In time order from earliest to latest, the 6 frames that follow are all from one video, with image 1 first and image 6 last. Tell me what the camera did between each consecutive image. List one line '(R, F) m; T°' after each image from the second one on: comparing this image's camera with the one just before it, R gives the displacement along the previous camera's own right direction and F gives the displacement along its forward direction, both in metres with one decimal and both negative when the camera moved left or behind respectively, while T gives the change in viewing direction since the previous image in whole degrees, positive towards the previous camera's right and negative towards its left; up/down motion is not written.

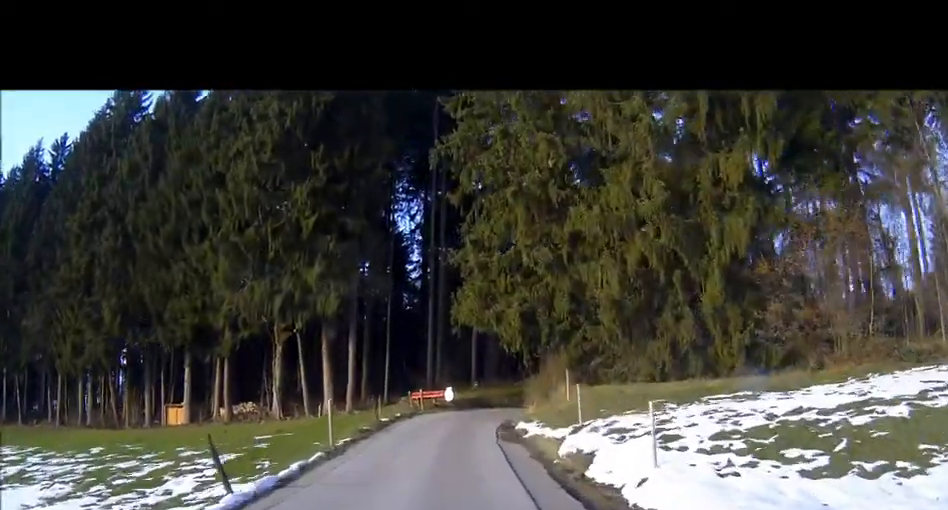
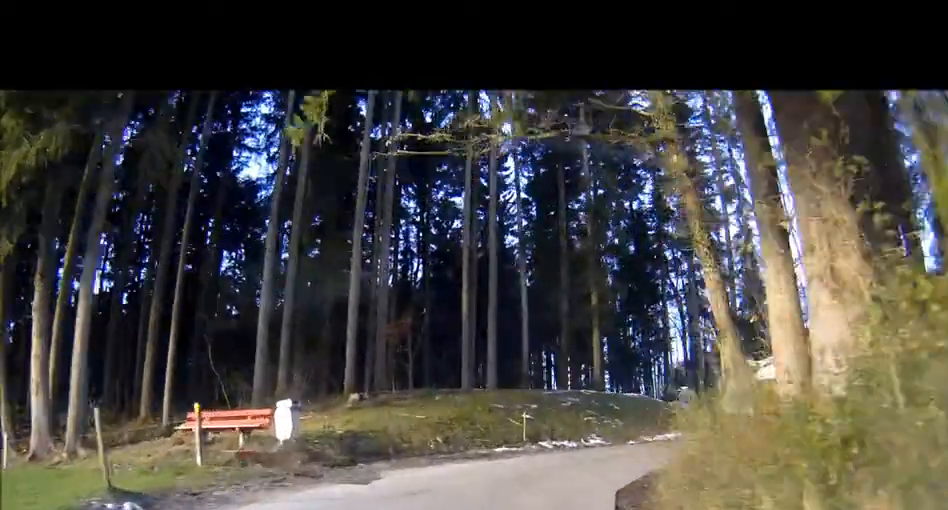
(+13.1, +21.8) m; +53°
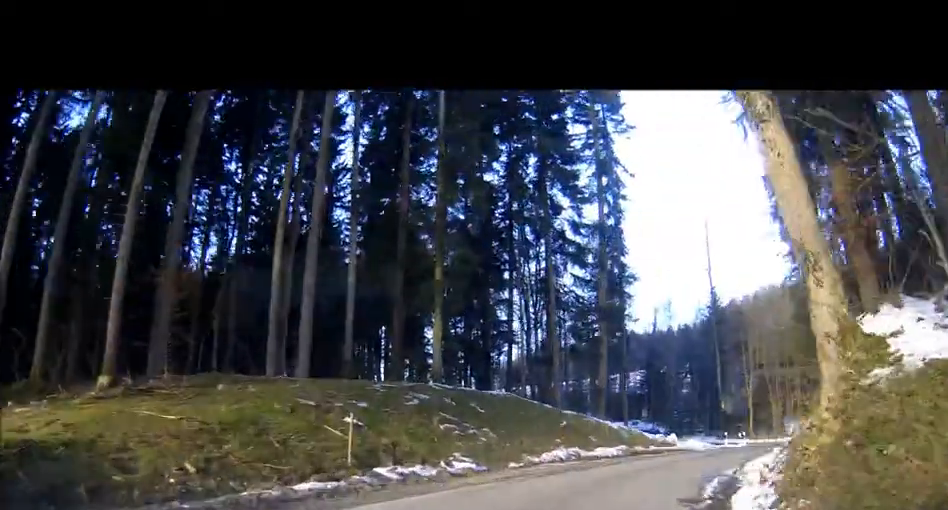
(+0.1, +9.1) m; +1°
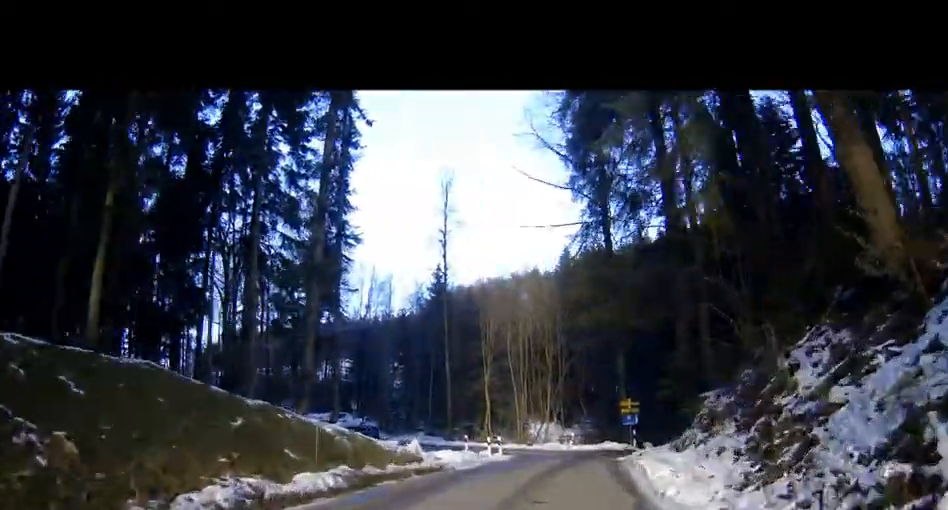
(0.0, +10.0) m; 0°
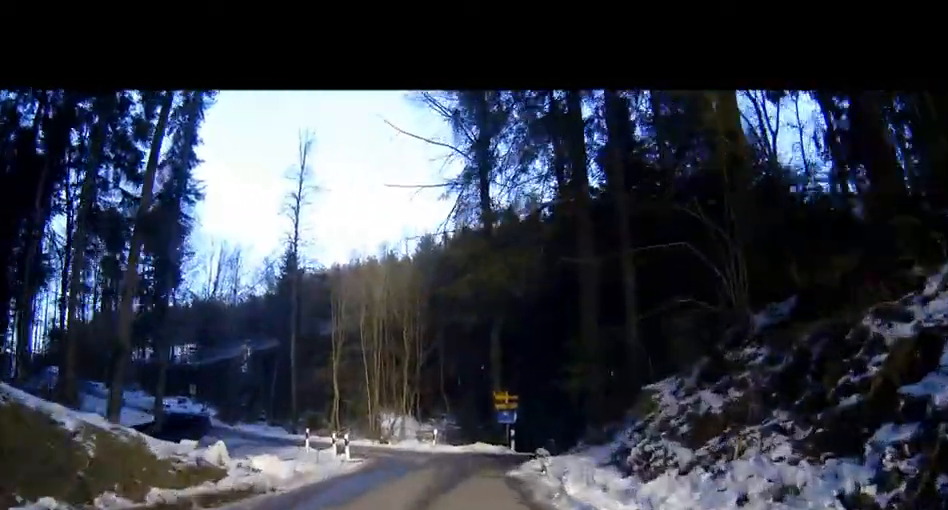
(0.0, +5.9) m; 0°
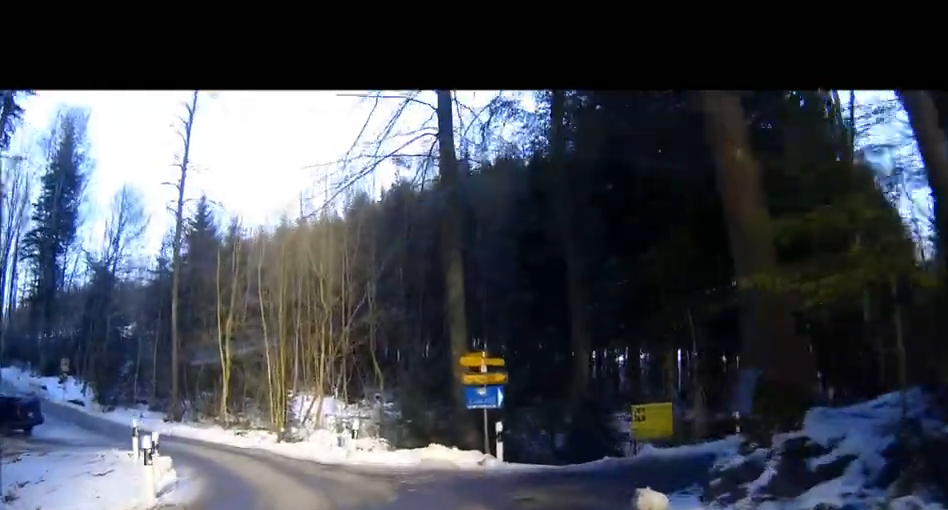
(0.0, +10.5) m; 0°
